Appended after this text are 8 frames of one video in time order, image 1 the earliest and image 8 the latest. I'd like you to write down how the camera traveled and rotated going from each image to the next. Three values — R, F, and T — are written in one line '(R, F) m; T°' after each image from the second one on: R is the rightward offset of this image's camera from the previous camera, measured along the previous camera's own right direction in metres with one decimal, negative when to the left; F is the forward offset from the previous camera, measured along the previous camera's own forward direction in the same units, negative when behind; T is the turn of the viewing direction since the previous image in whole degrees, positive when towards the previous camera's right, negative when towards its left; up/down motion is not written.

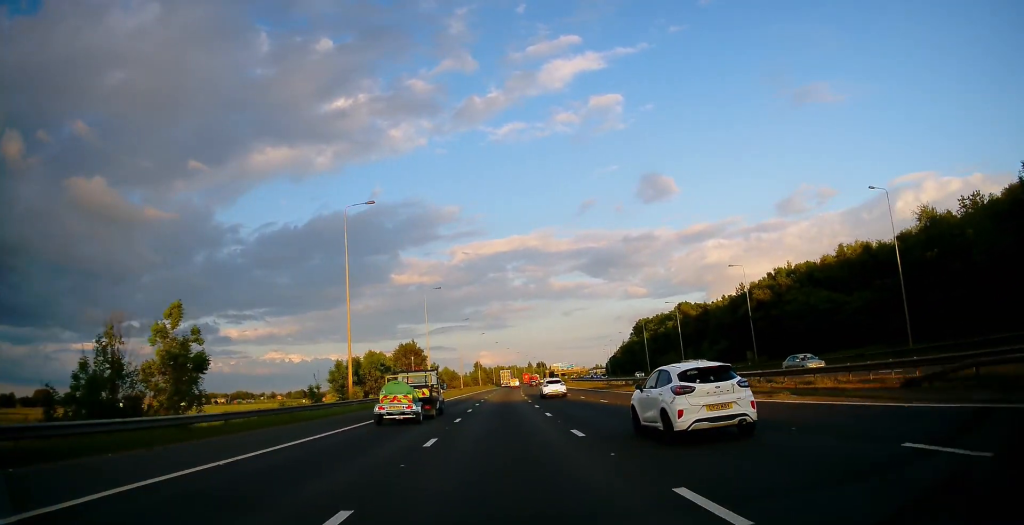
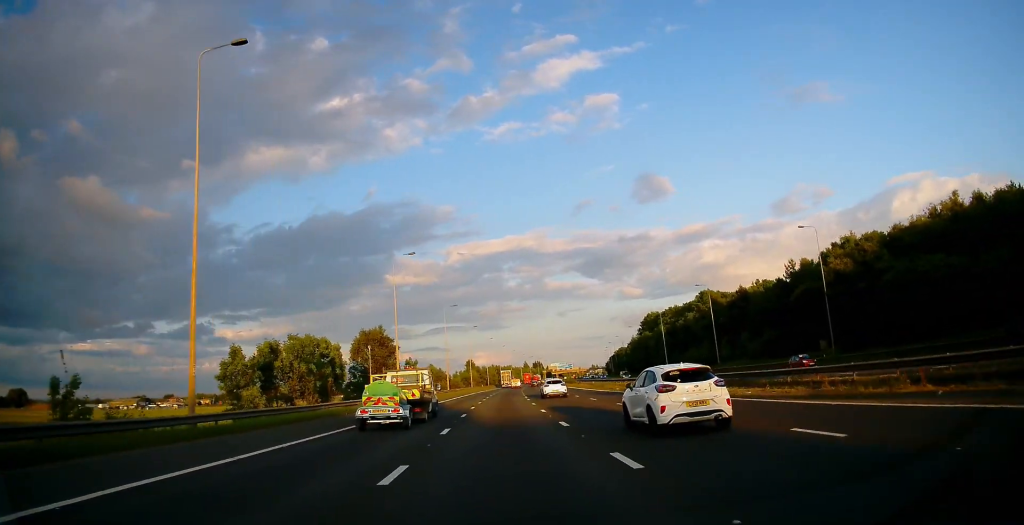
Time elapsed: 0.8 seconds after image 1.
(+0.1, +19.7) m; 0°
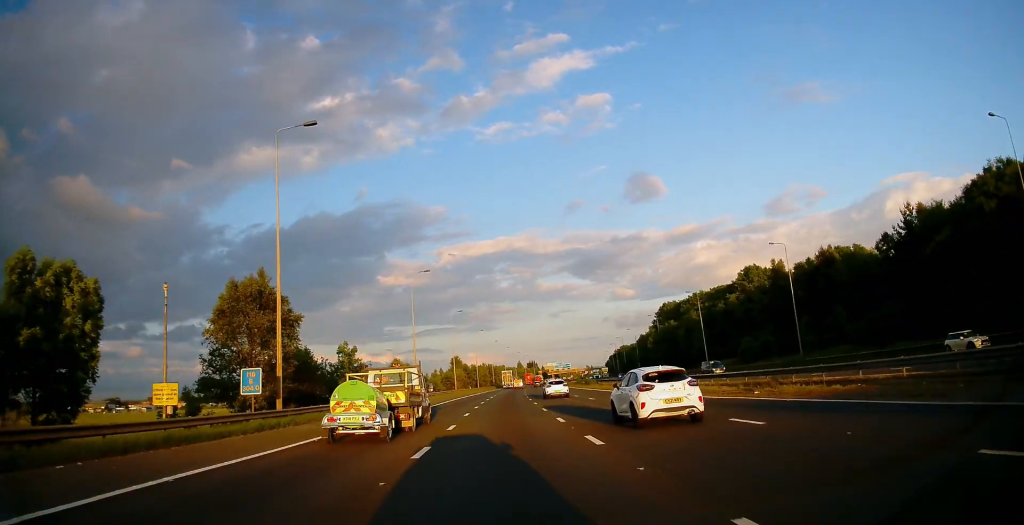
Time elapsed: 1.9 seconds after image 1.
(0.0, +30.4) m; 0°
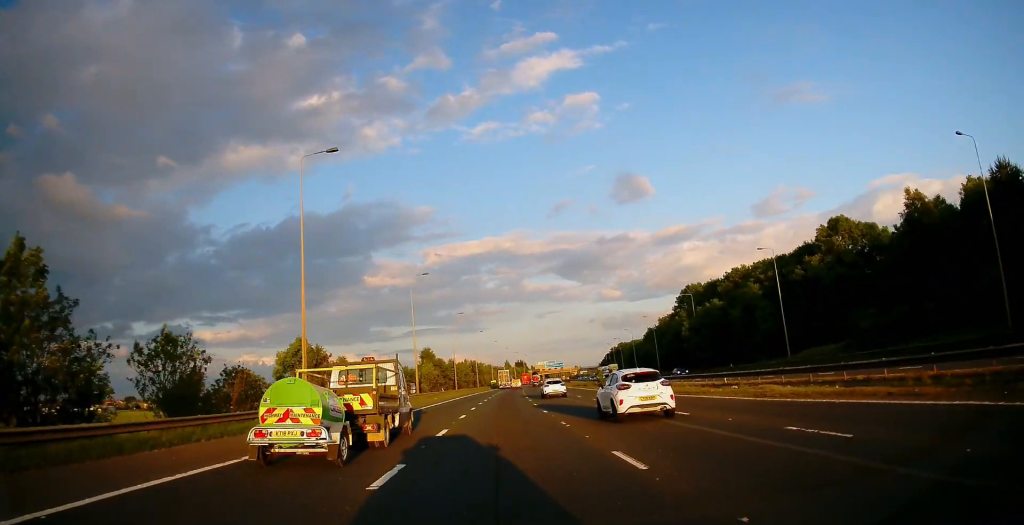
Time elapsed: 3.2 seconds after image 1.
(+0.3, +35.4) m; +1°
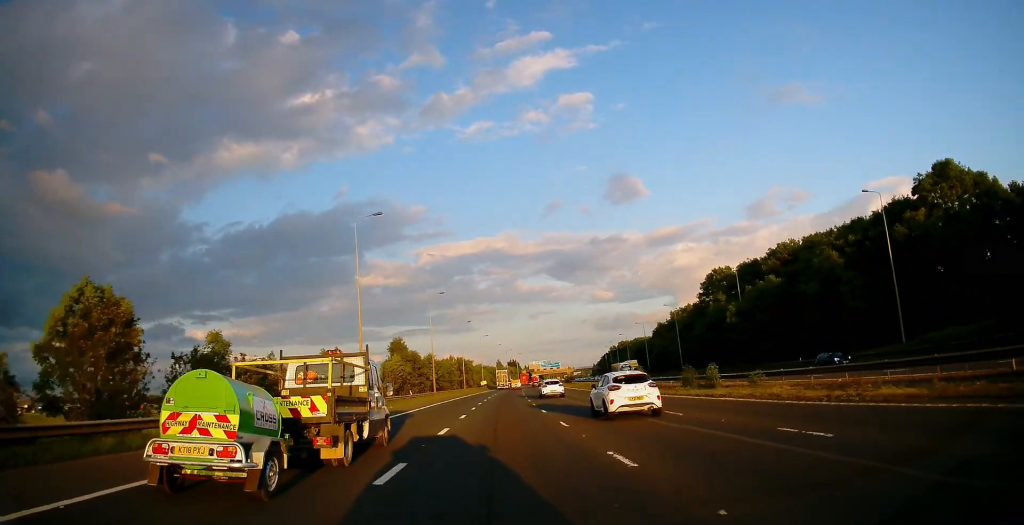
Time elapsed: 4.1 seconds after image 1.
(+0.2, +25.6) m; +2°
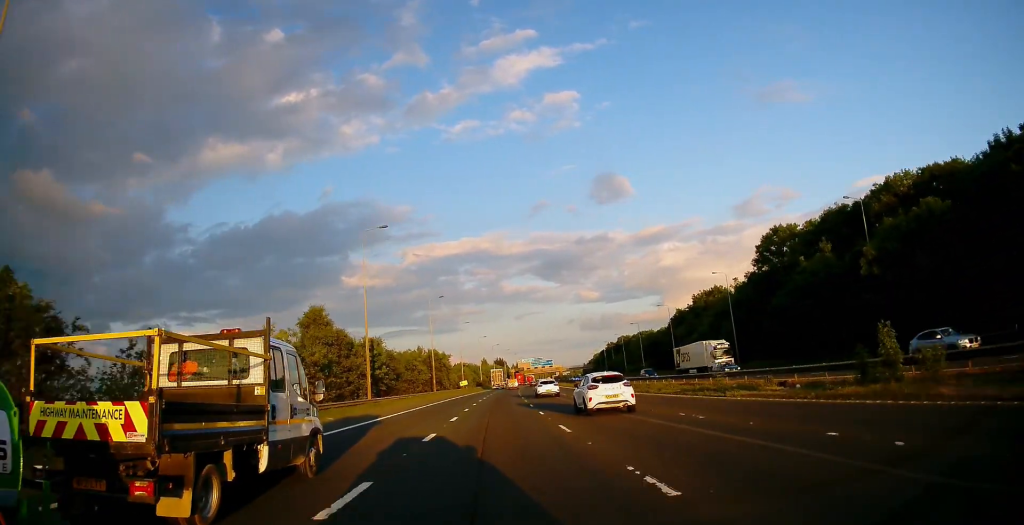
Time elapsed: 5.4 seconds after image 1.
(+0.6, +37.9) m; 0°
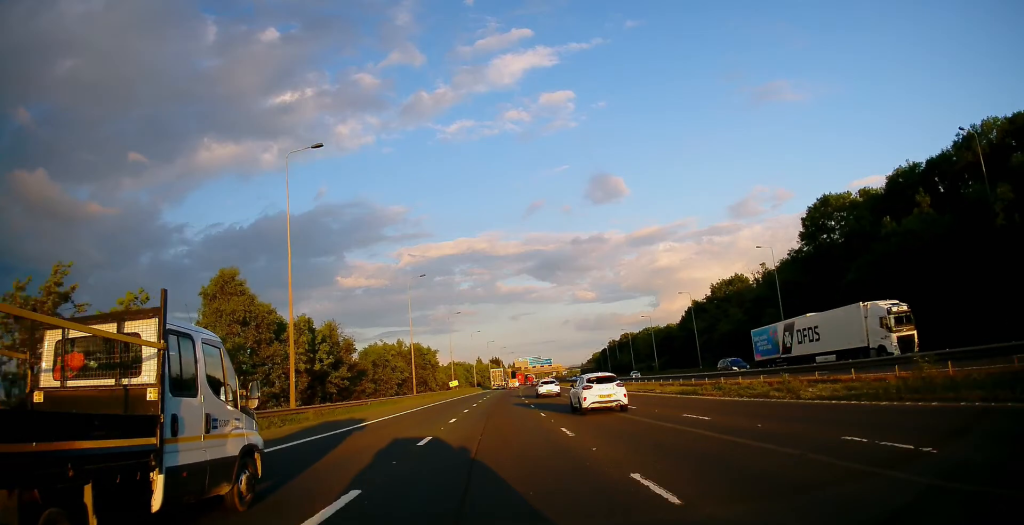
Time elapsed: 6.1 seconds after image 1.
(-0.4, +18.8) m; 0°
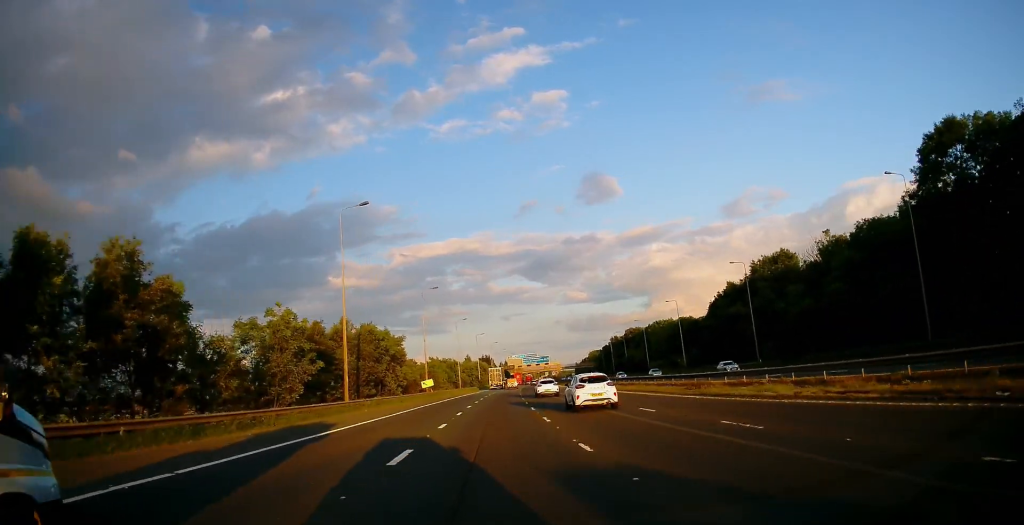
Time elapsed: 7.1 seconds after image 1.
(+0.5, +31.5) m; +1°
